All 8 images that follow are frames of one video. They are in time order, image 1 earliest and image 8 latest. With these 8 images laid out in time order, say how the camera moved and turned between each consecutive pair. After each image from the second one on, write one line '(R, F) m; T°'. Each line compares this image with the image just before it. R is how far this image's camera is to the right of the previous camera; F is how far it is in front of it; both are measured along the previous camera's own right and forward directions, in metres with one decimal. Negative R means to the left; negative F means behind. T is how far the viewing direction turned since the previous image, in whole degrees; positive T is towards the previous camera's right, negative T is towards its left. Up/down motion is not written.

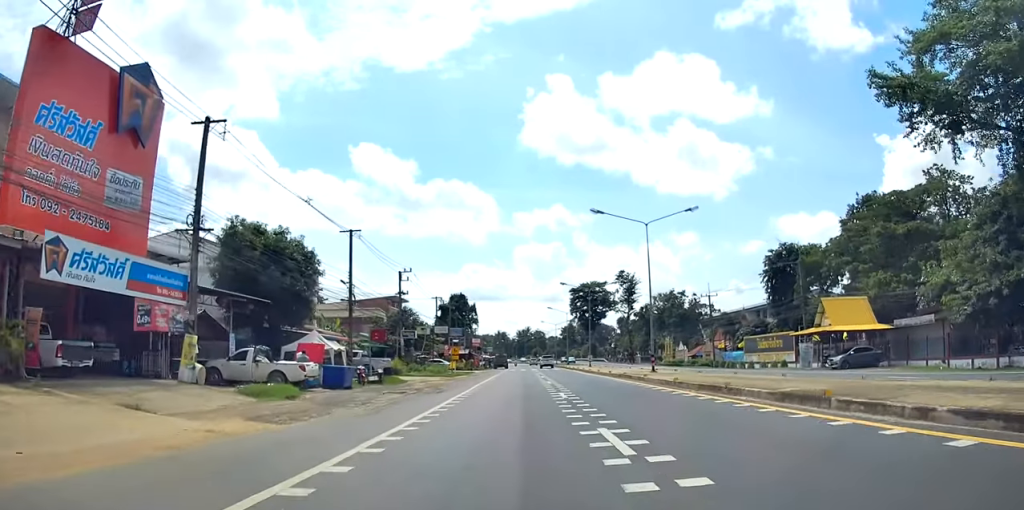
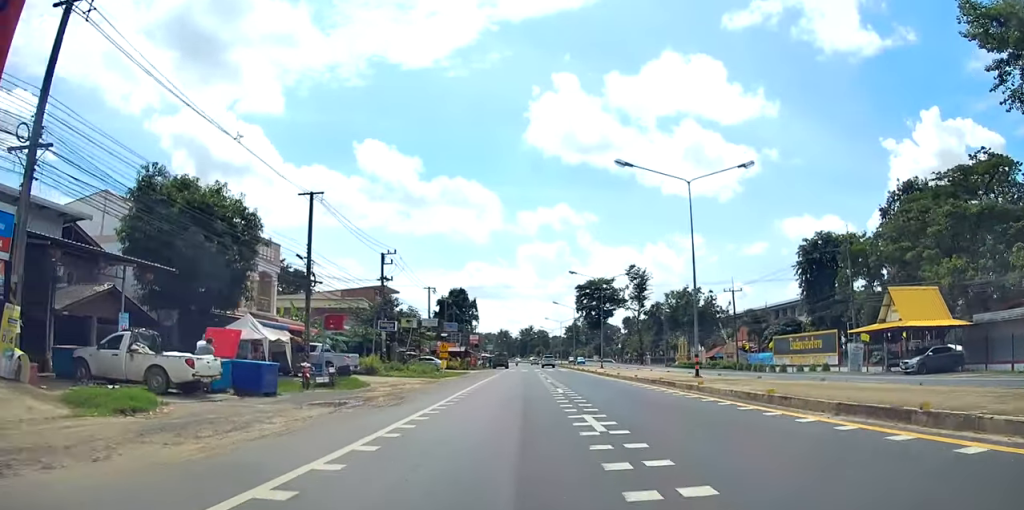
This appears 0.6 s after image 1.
(+0.1, +9.4) m; 0°
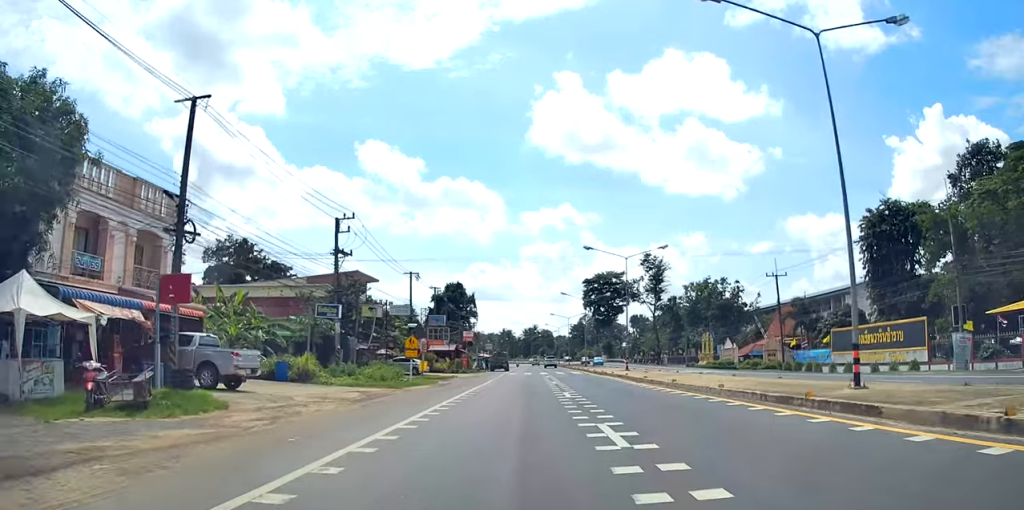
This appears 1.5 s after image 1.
(0.0, +14.3) m; 0°
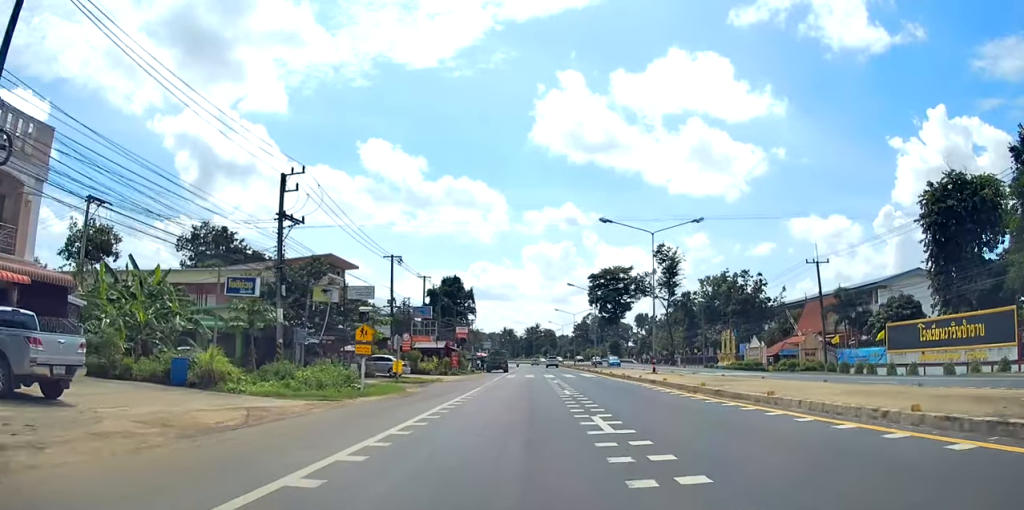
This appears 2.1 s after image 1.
(0.0, +9.8) m; 0°
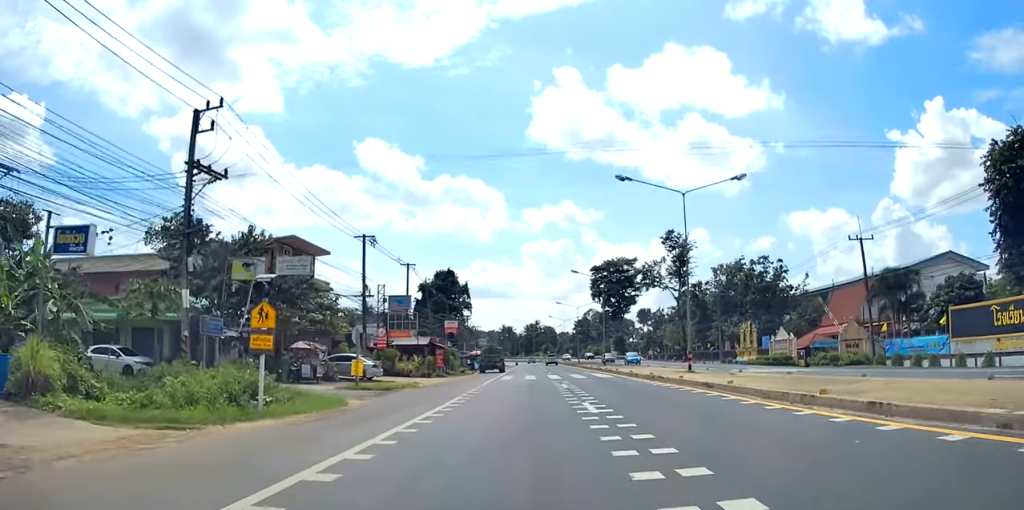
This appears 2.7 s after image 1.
(0.0, +8.8) m; 0°
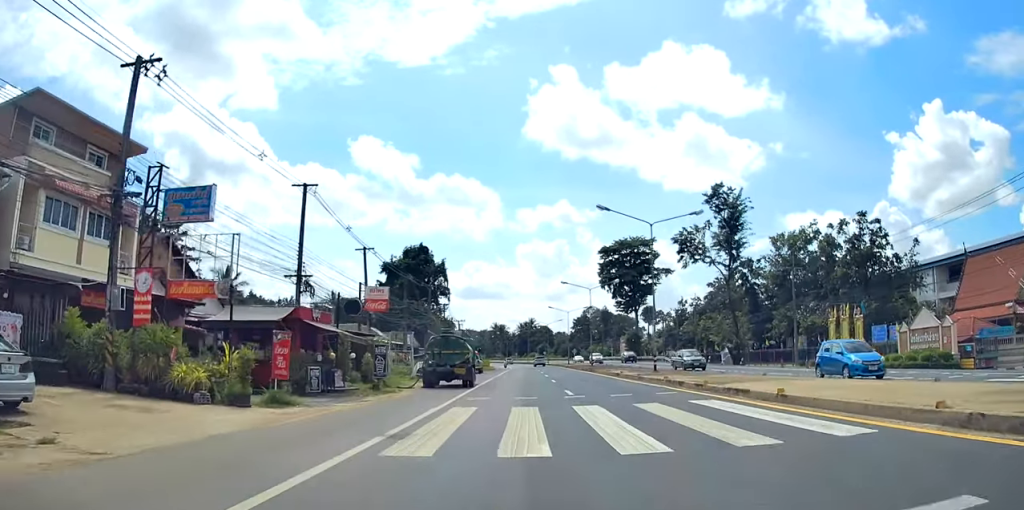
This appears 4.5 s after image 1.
(-0.2, +27.5) m; 0°
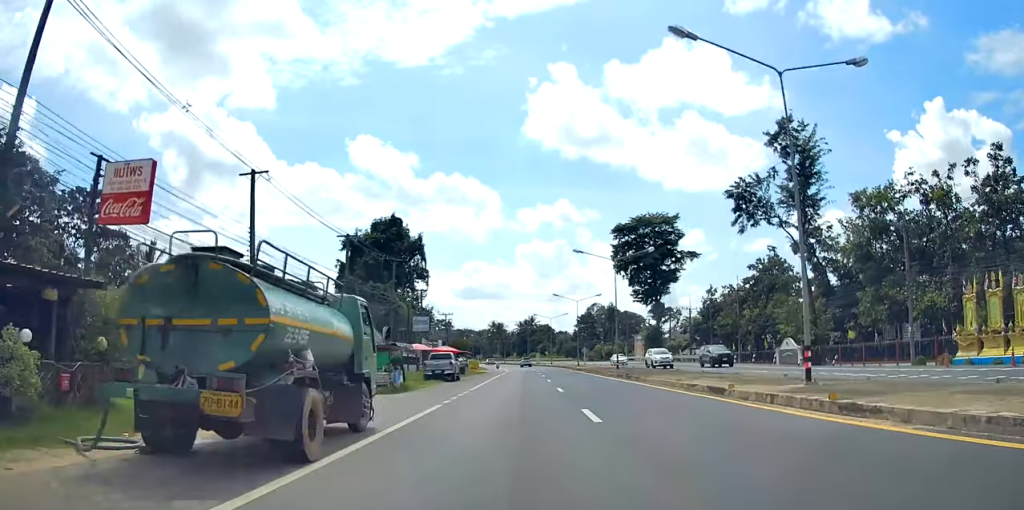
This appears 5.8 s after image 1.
(+0.2, +21.1) m; +1°
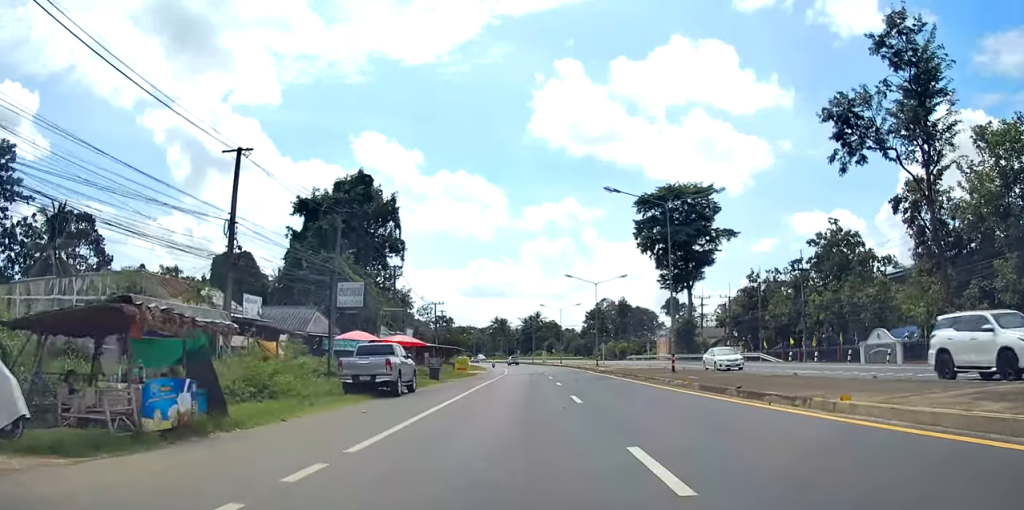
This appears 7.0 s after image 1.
(0.0, +18.1) m; -1°
